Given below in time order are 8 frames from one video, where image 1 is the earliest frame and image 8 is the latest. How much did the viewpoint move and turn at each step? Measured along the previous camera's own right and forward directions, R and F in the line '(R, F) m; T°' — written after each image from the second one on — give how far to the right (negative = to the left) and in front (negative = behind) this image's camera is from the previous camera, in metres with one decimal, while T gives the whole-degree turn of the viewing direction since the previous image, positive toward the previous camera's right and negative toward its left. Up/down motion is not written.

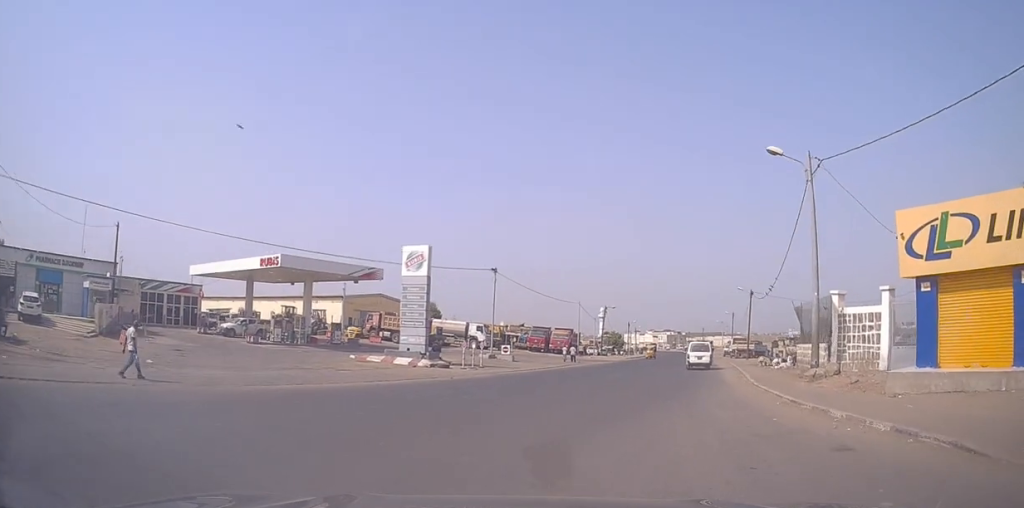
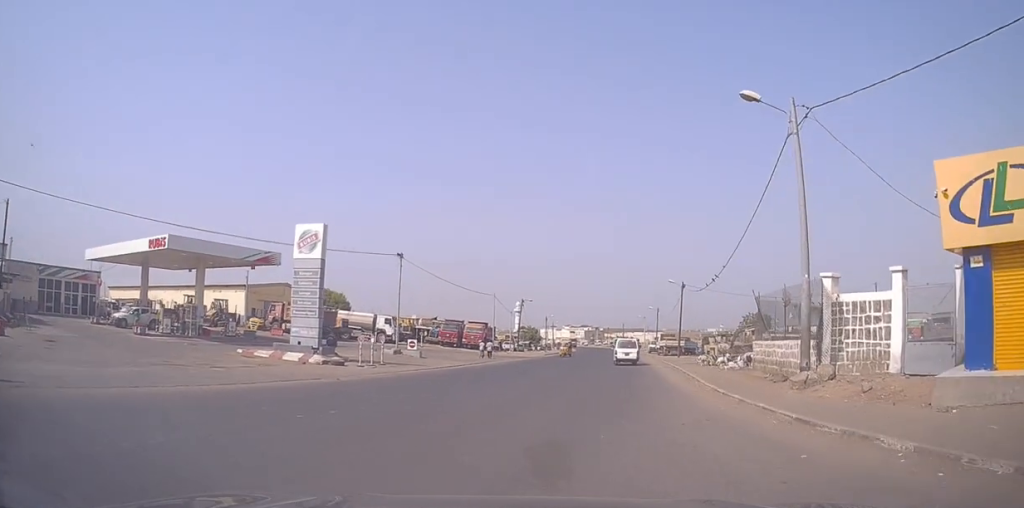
(+0.1, +4.4) m; +3°
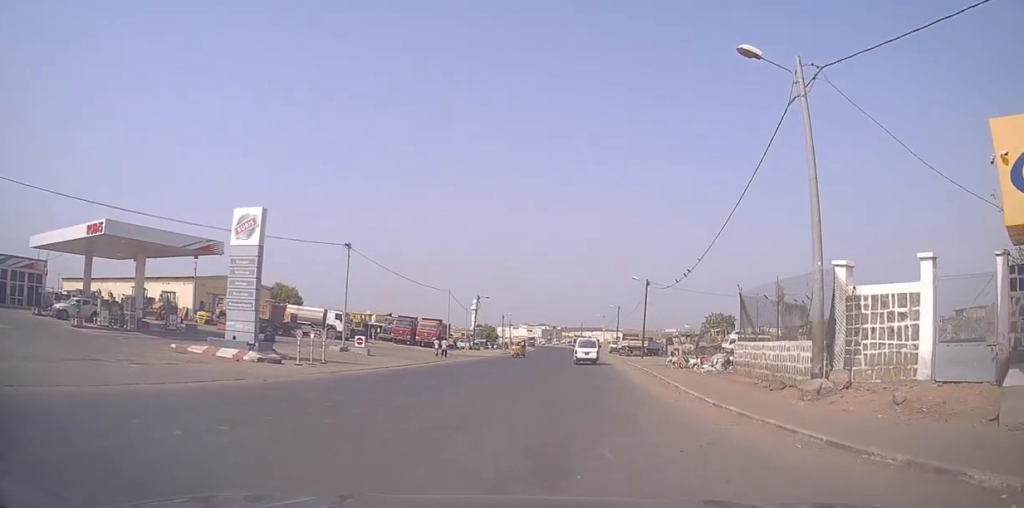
(0.0, +2.6) m; +2°
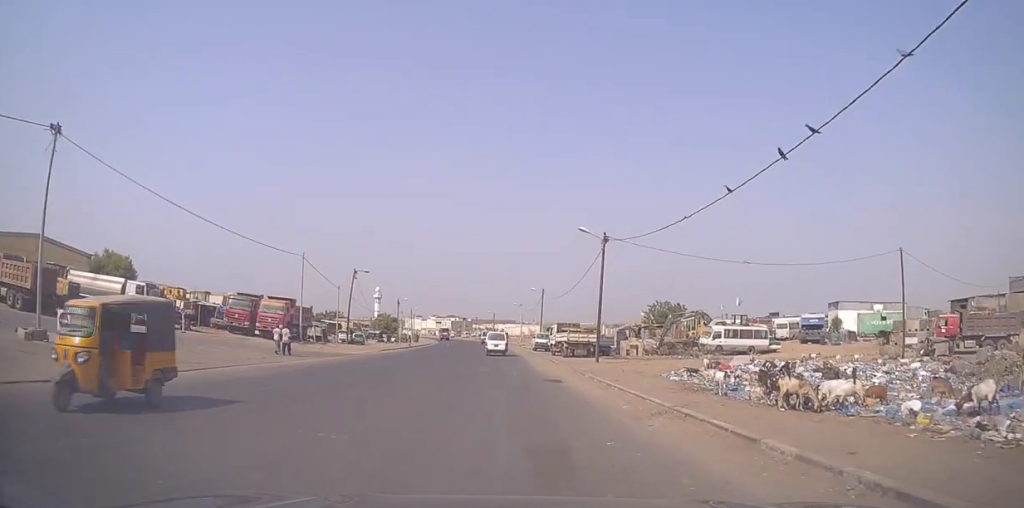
(+3.9, +20.9) m; +18°
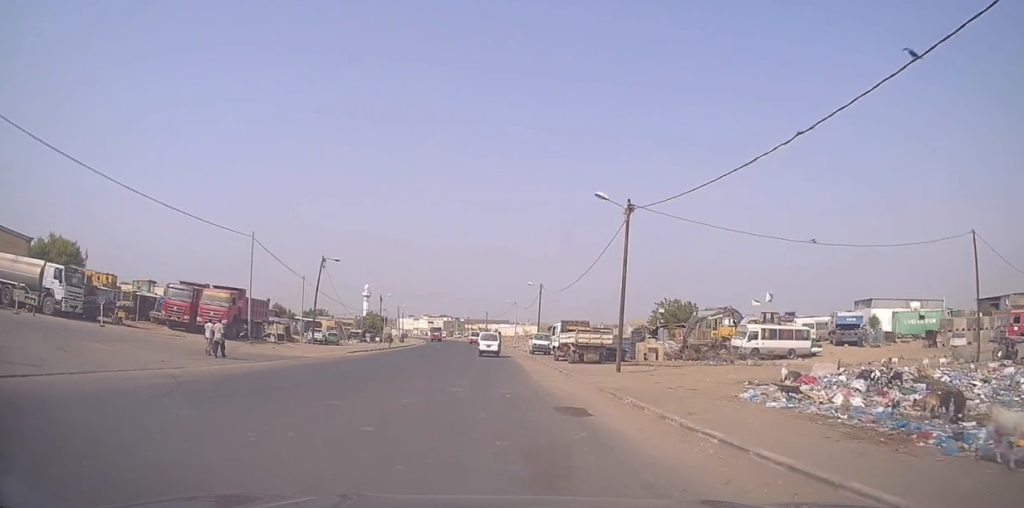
(0.0, +8.7) m; -2°
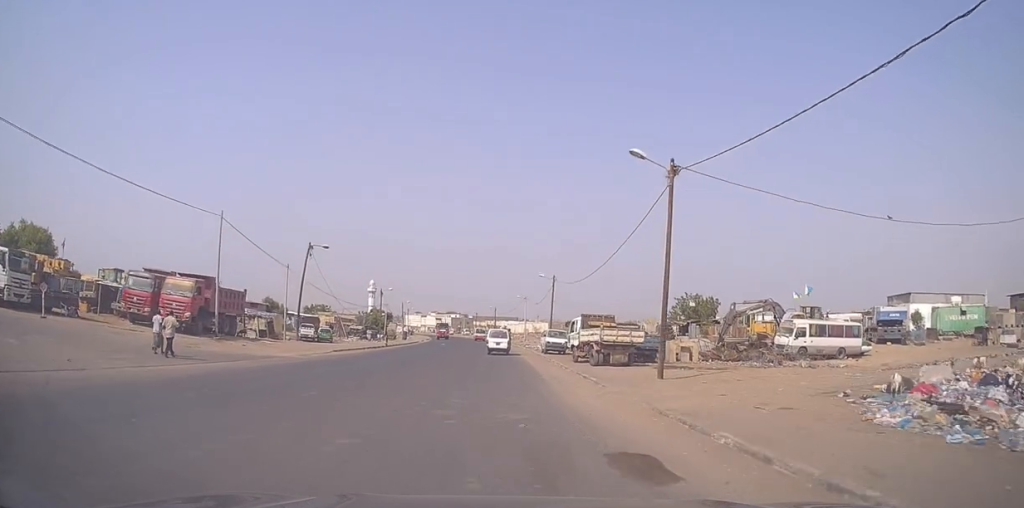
(-0.1, +5.8) m; -1°
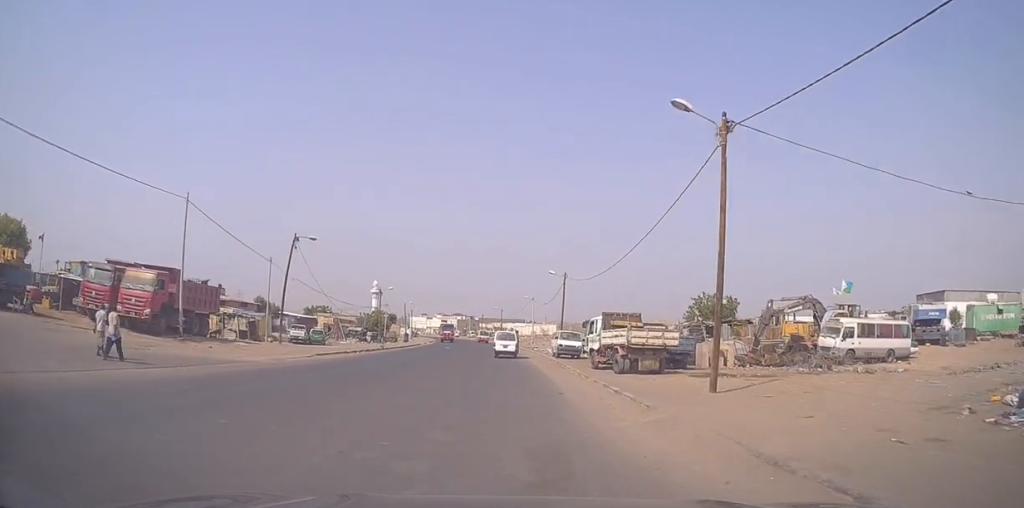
(-0.1, +4.6) m; 0°
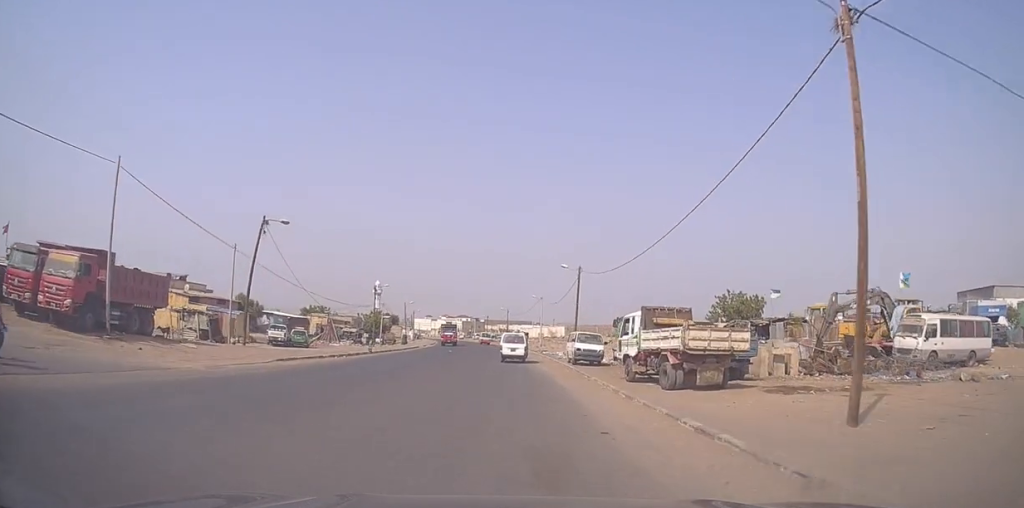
(+0.1, +6.5) m; +1°
